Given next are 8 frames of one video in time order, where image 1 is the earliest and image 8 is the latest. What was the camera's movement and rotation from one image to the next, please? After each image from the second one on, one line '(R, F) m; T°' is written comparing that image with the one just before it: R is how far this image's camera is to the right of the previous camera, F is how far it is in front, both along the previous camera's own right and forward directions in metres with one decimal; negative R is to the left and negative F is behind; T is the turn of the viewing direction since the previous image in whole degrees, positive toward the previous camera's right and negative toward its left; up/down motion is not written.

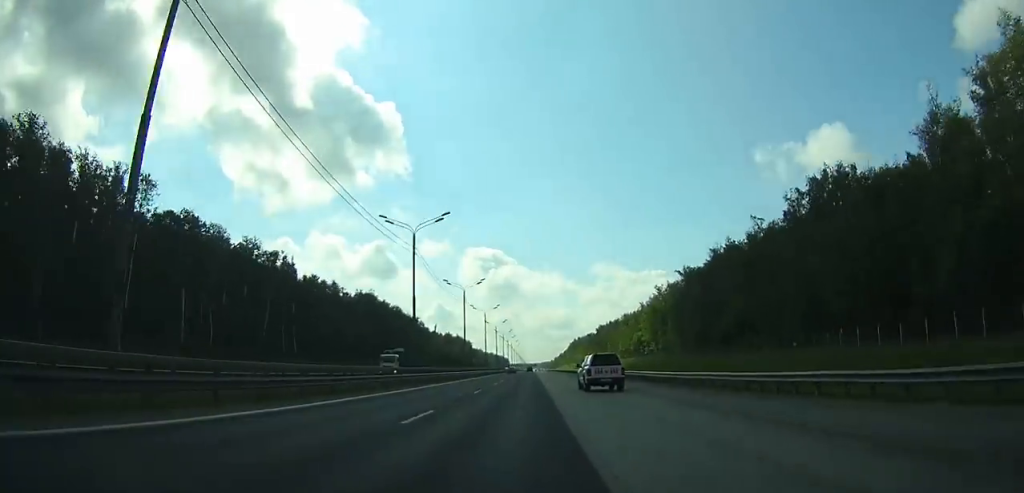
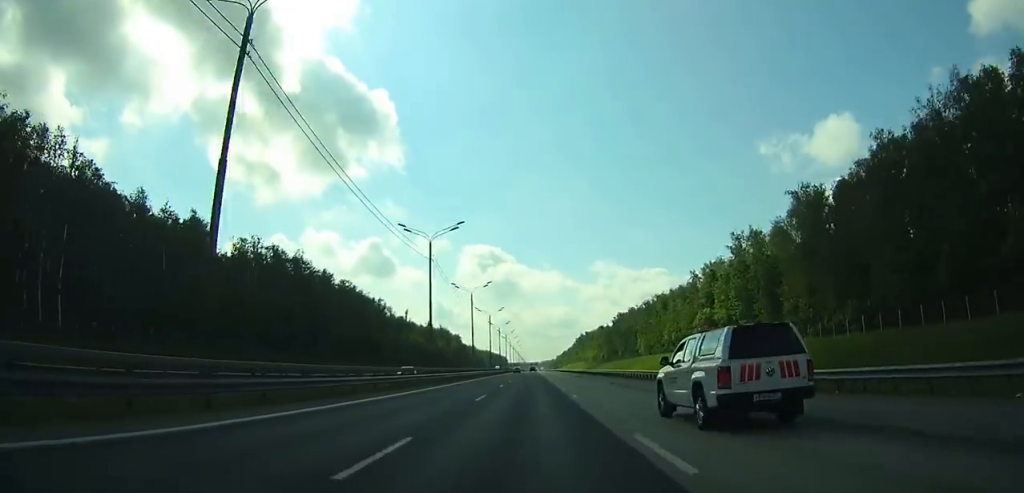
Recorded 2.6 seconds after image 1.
(0.0, +70.7) m; 0°
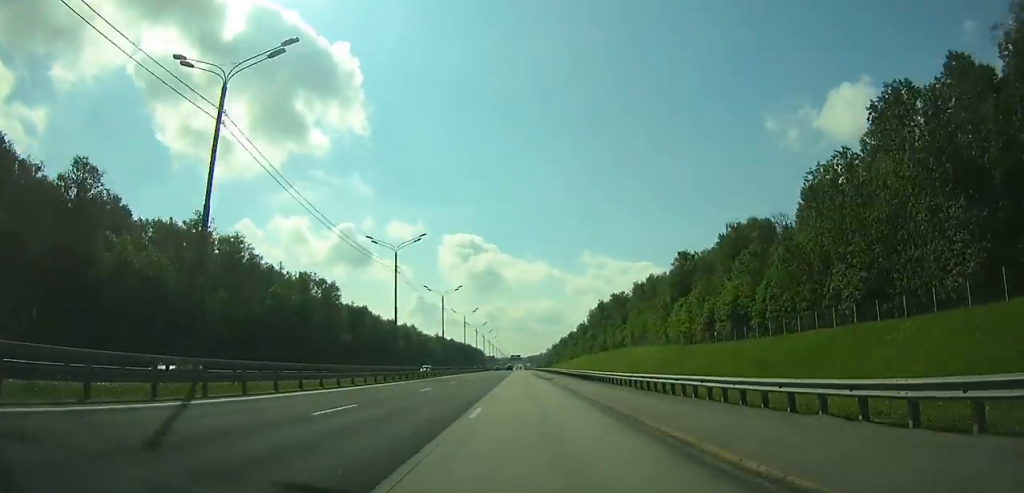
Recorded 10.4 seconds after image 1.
(+3.3, +213.7) m; +1°
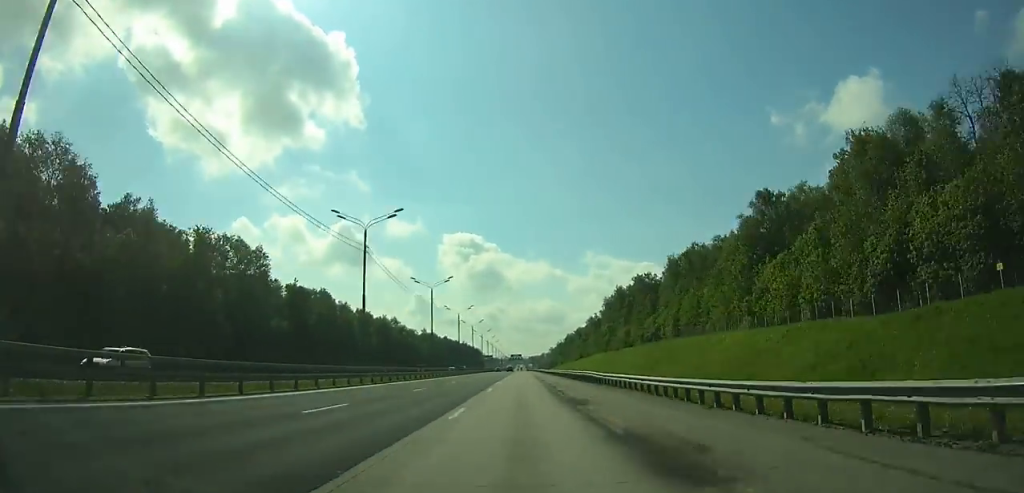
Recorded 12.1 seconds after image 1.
(-0.1, +45.9) m; 0°
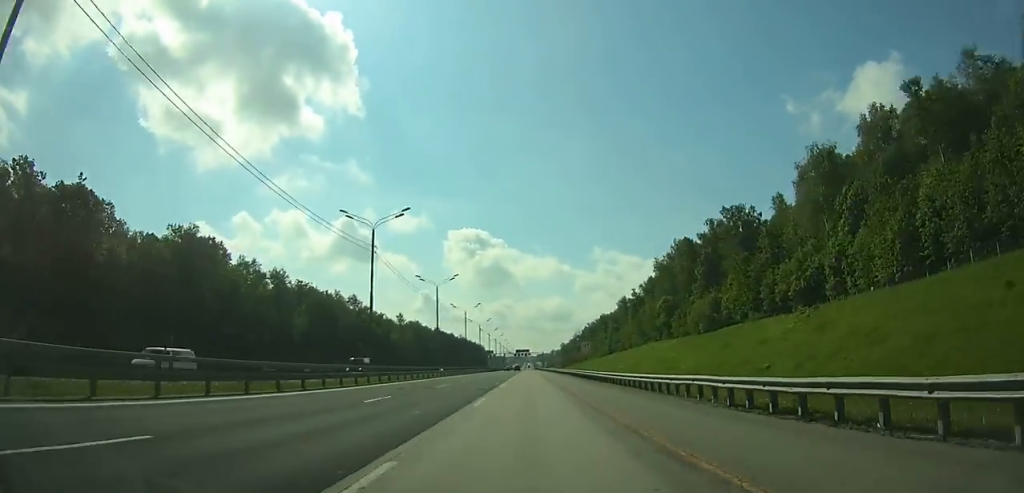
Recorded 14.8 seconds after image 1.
(-0.1, +72.1) m; 0°
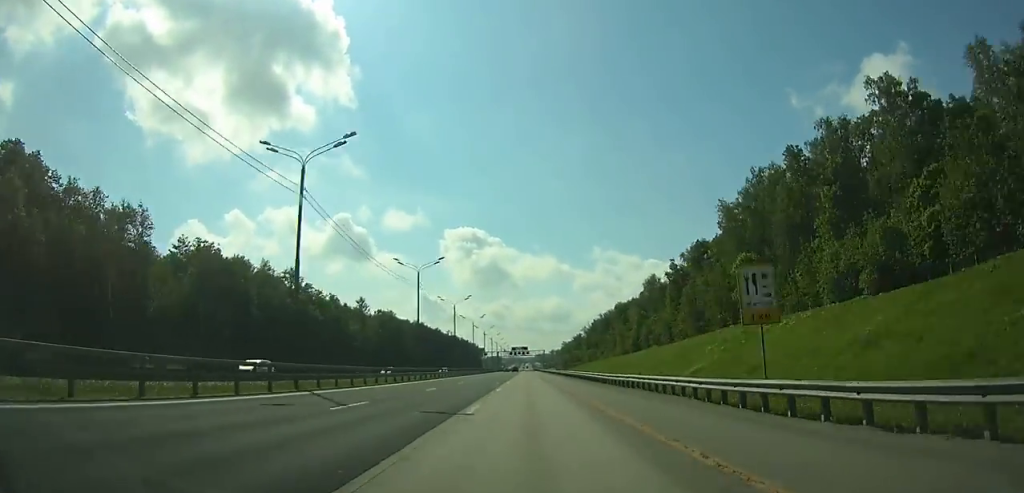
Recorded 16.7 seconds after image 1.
(0.0, +50.1) m; 0°
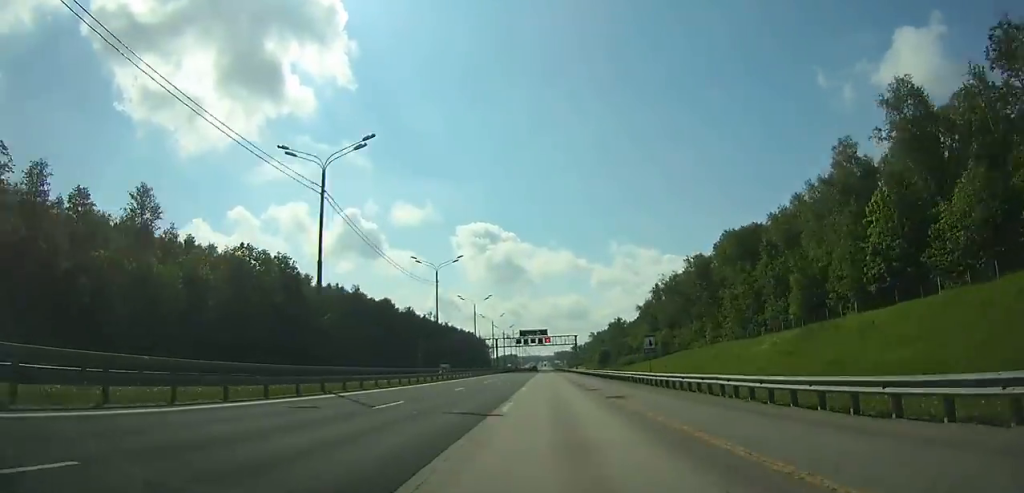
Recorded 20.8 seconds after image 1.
(-1.1, +109.8) m; -1°
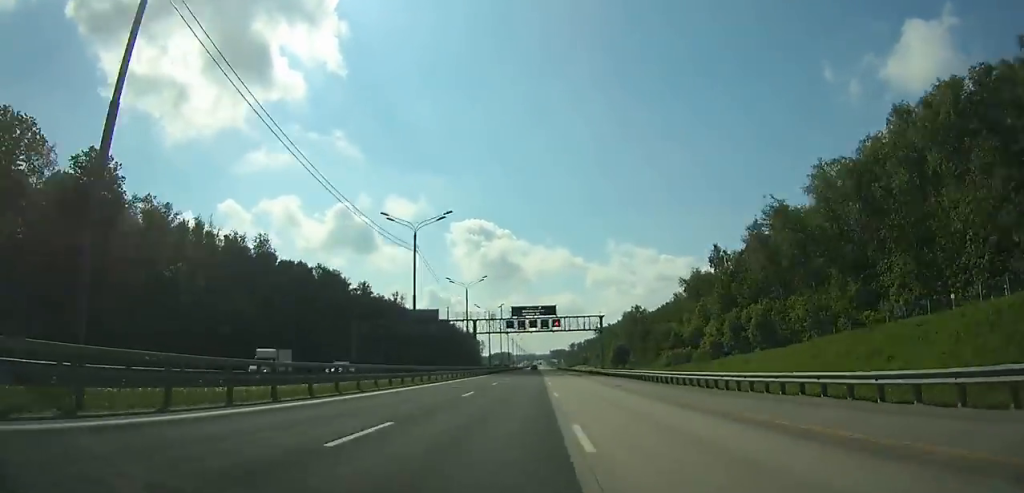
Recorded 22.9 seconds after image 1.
(-0.5, +58.5) m; 0°
